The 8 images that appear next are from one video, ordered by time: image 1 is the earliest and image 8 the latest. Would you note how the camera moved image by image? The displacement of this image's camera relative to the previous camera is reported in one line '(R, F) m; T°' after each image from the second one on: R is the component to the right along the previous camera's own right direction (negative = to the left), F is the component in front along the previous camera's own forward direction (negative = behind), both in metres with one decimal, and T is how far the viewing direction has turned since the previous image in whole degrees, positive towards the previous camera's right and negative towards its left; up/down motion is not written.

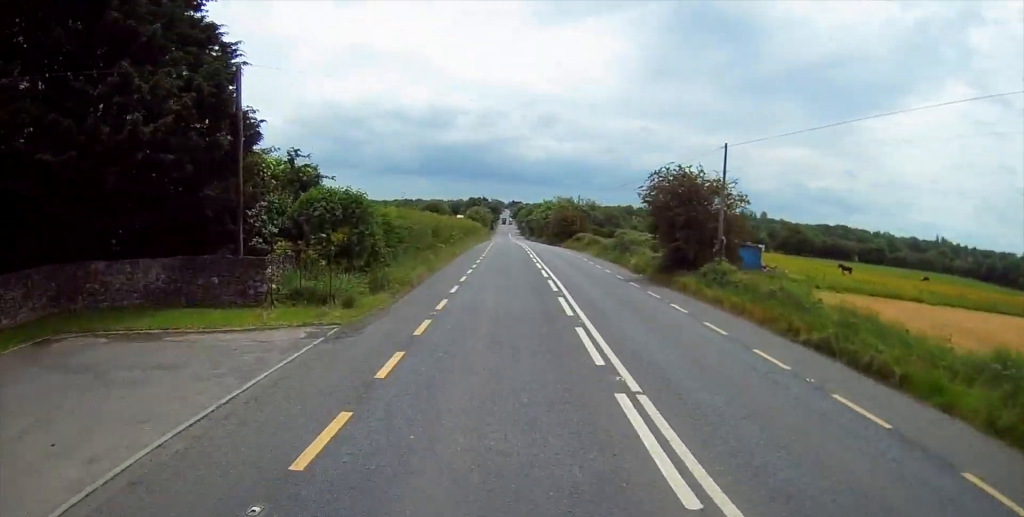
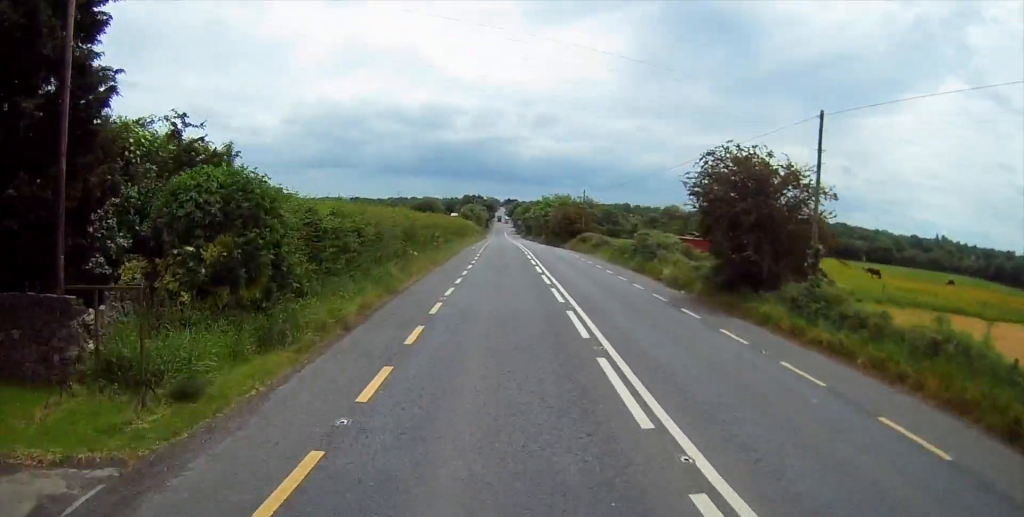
(0.0, +9.5) m; 0°
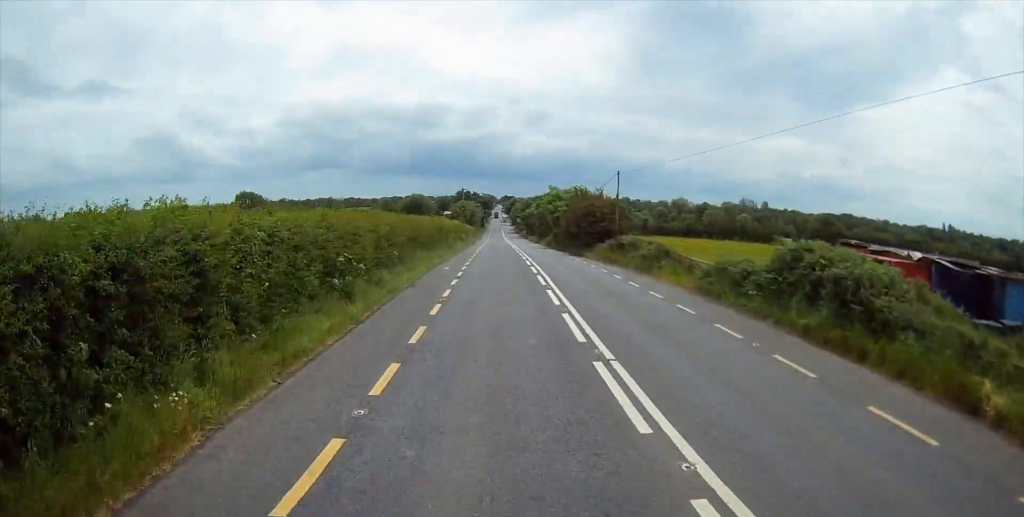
(0.0, +23.3) m; 0°
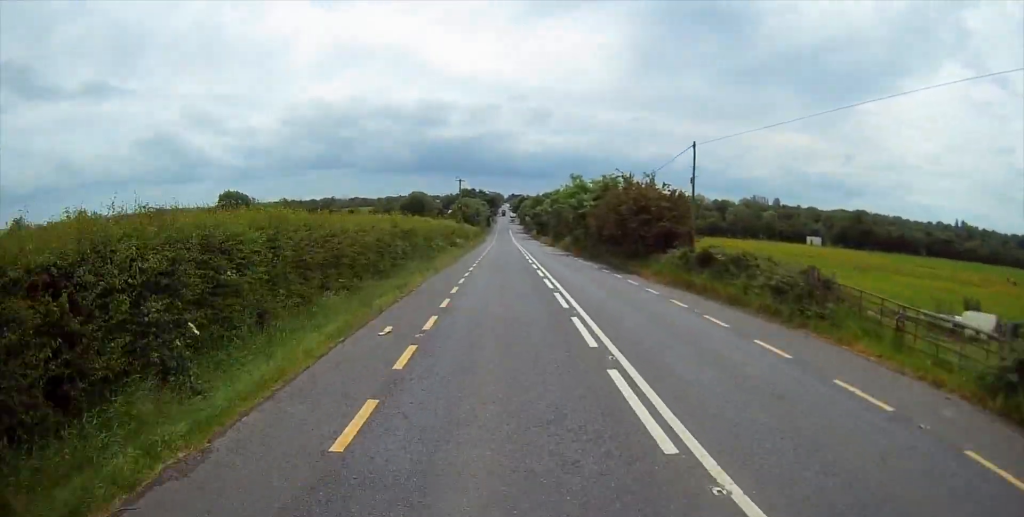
(0.0, +18.2) m; 0°
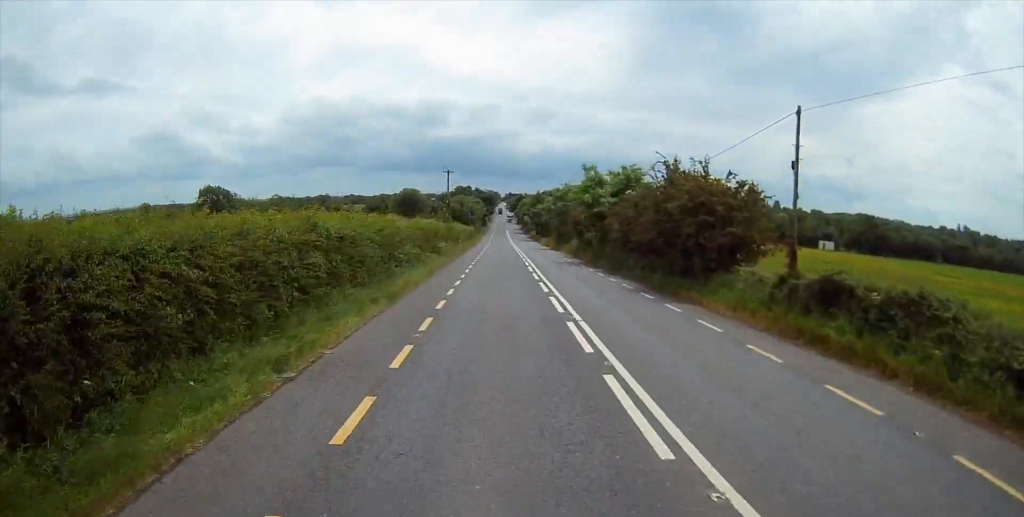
(0.0, +11.7) m; 0°
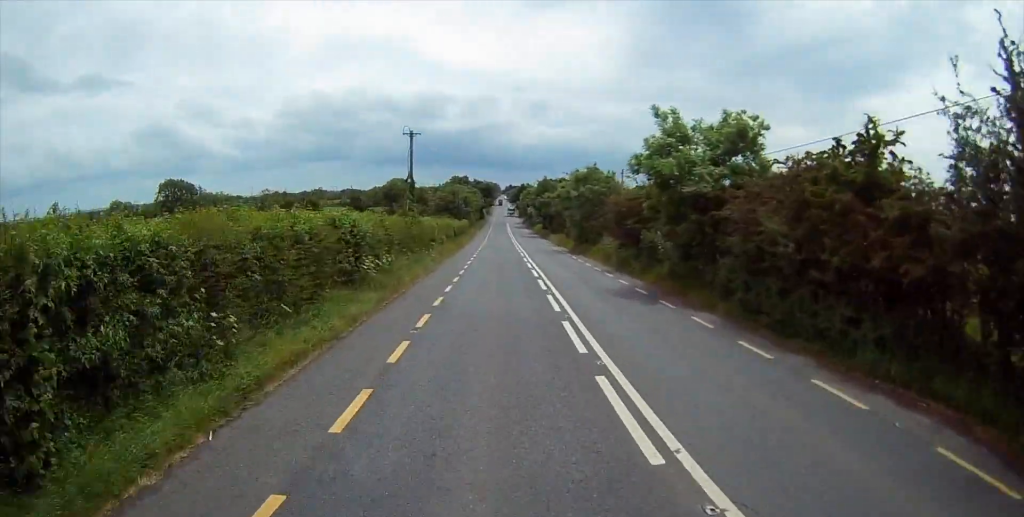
(+0.3, +23.4) m; +1°
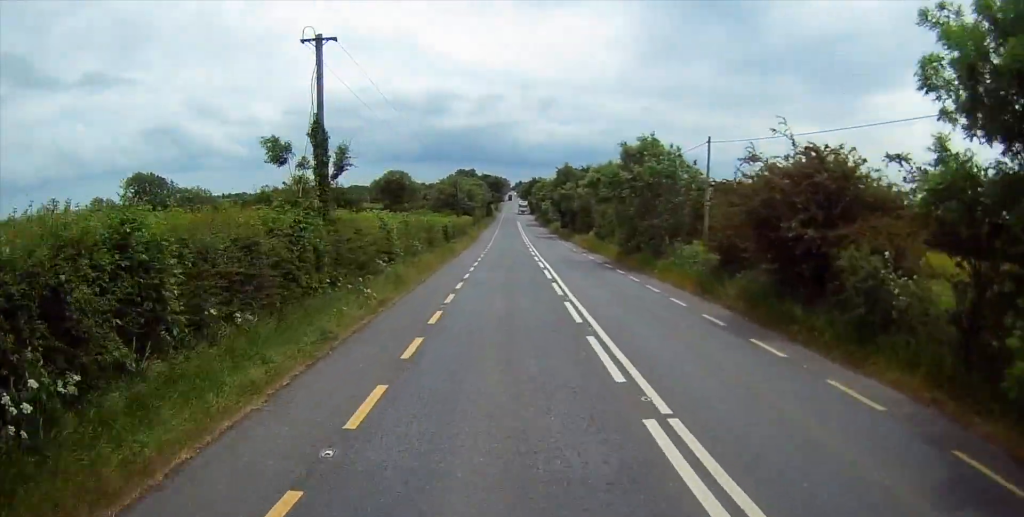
(0.0, +19.9) m; -1°
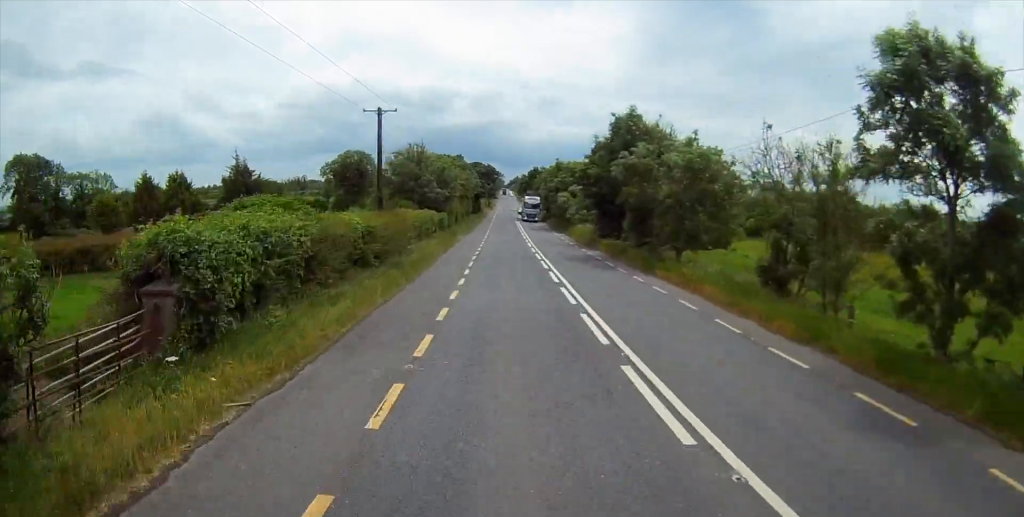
(-0.7, +43.7) m; -1°
